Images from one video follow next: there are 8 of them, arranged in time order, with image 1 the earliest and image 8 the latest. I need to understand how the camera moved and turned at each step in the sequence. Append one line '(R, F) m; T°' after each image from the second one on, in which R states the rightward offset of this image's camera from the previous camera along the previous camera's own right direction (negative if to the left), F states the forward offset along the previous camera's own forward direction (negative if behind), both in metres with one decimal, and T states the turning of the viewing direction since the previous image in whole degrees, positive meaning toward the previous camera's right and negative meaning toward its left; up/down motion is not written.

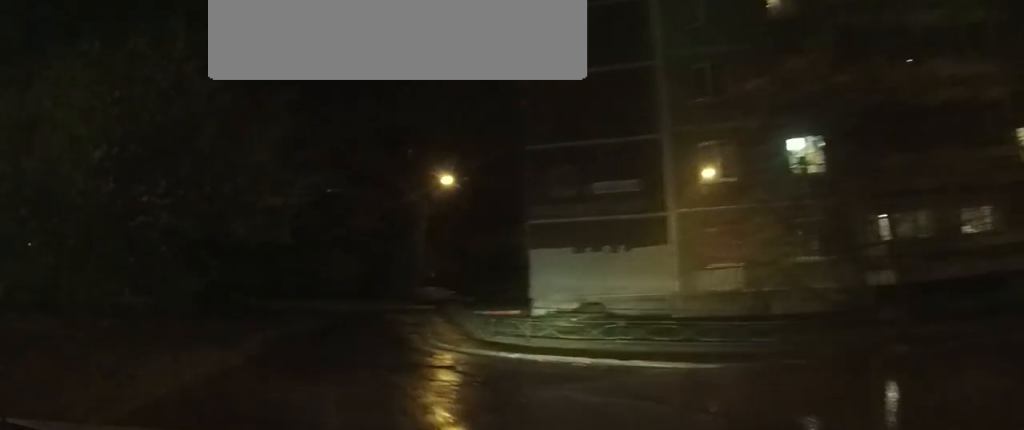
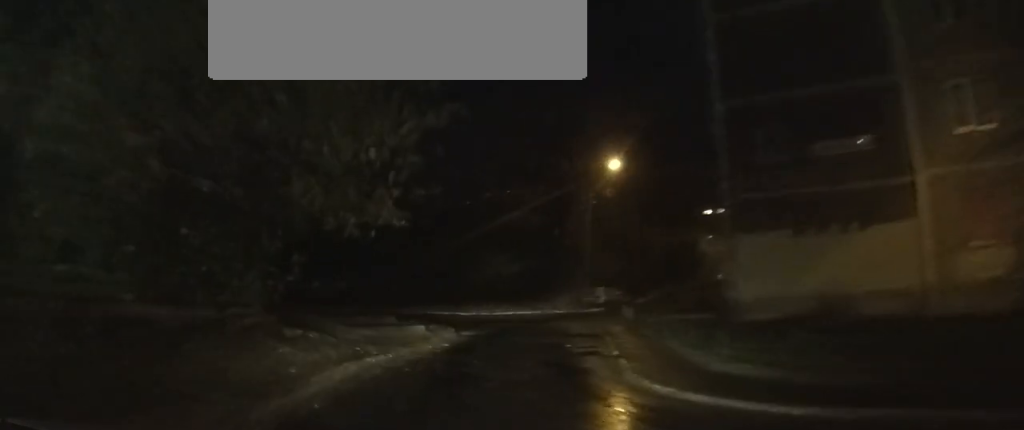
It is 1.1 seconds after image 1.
(-0.2, +5.0) m; -4°
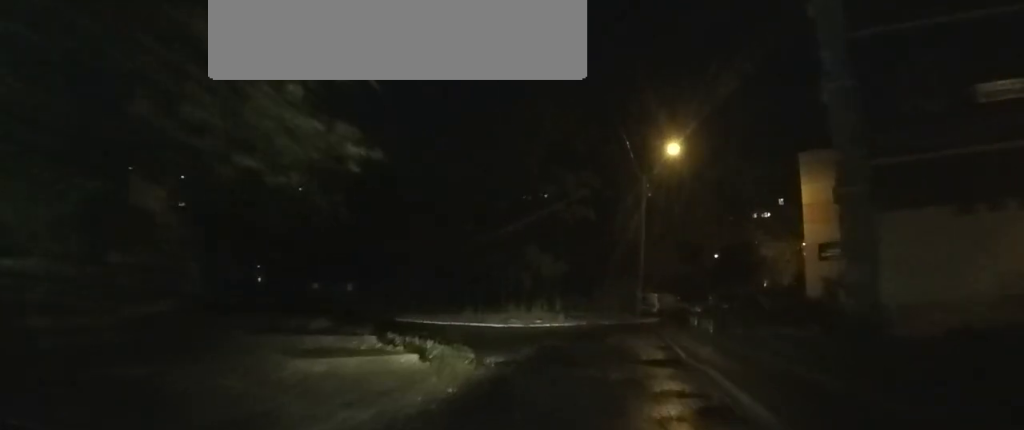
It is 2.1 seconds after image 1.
(-0.1, +5.0) m; -1°
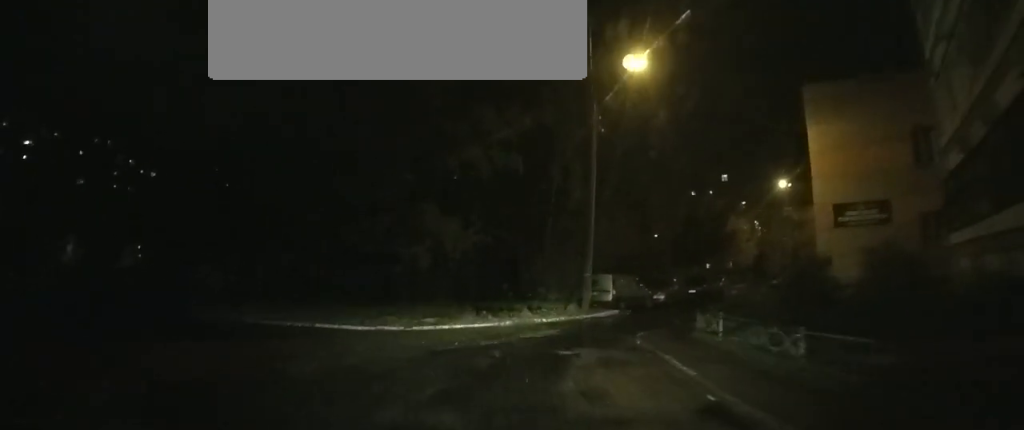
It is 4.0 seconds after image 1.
(-0.1, +9.5) m; +1°
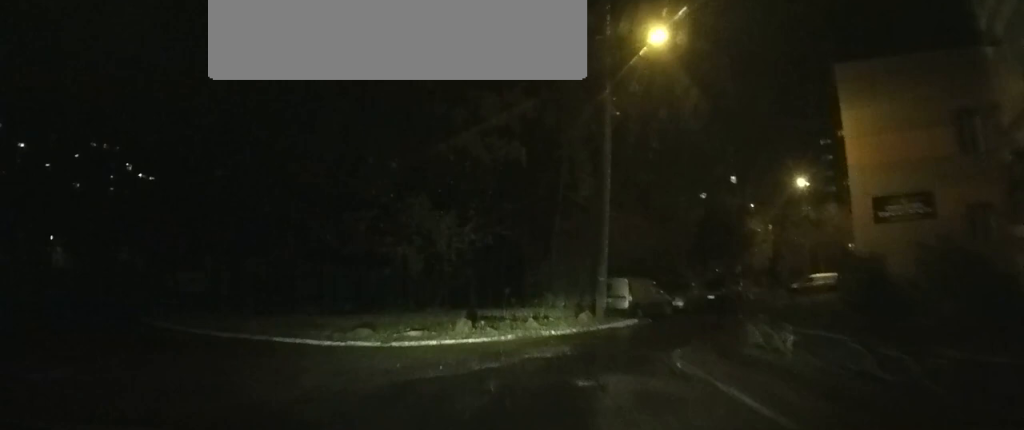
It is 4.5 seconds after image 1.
(0.0, +2.5) m; +1°
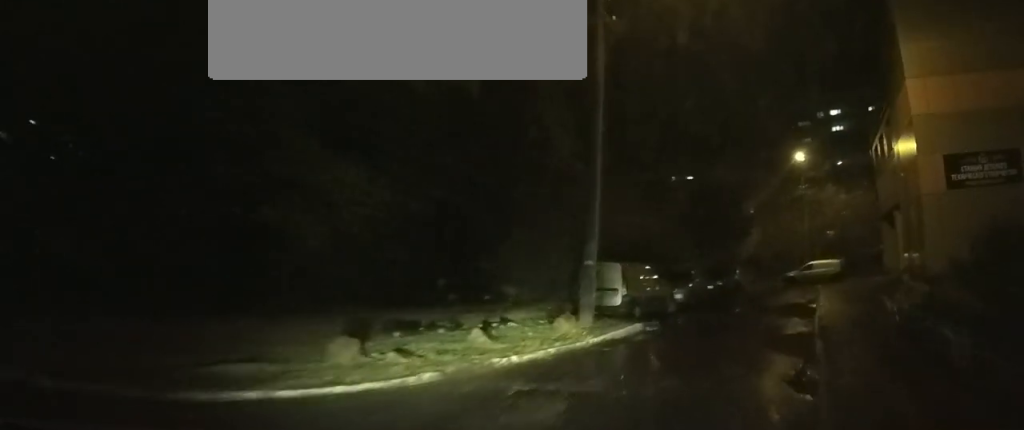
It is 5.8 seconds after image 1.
(+0.1, +6.4) m; +3°
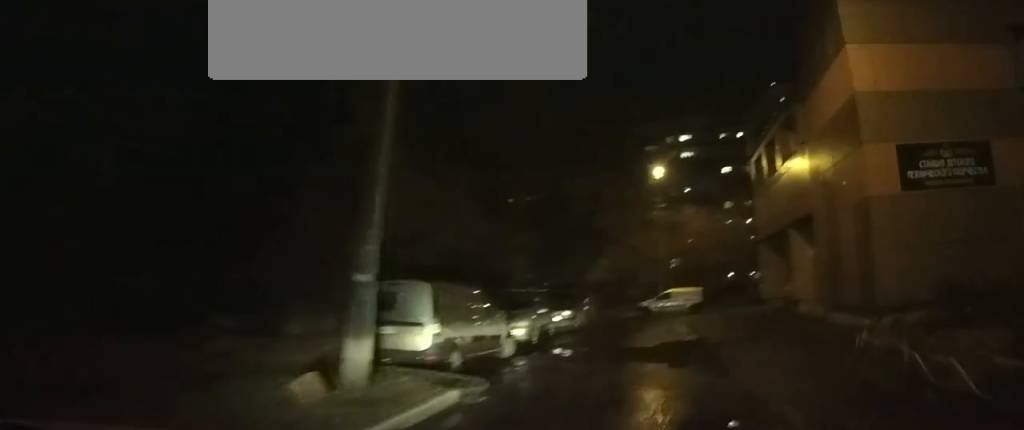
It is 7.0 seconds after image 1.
(+0.4, +5.8) m; +10°
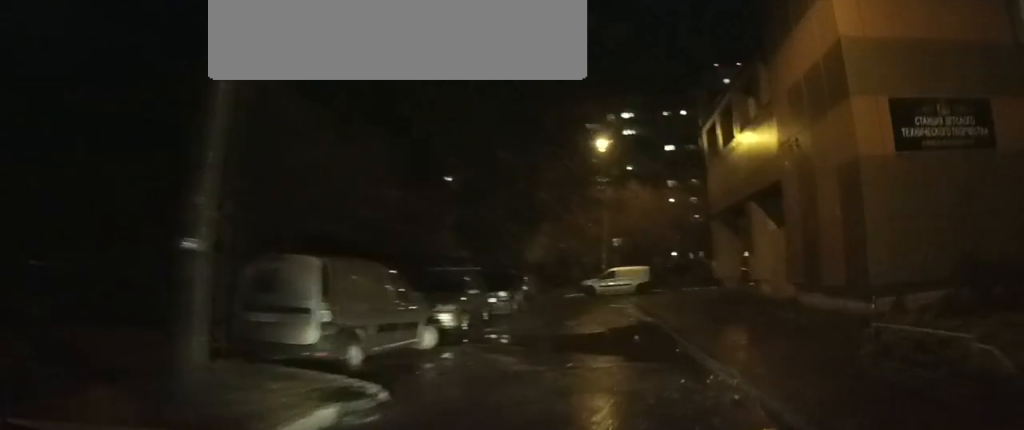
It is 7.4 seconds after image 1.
(+0.1, +2.2) m; +4°
